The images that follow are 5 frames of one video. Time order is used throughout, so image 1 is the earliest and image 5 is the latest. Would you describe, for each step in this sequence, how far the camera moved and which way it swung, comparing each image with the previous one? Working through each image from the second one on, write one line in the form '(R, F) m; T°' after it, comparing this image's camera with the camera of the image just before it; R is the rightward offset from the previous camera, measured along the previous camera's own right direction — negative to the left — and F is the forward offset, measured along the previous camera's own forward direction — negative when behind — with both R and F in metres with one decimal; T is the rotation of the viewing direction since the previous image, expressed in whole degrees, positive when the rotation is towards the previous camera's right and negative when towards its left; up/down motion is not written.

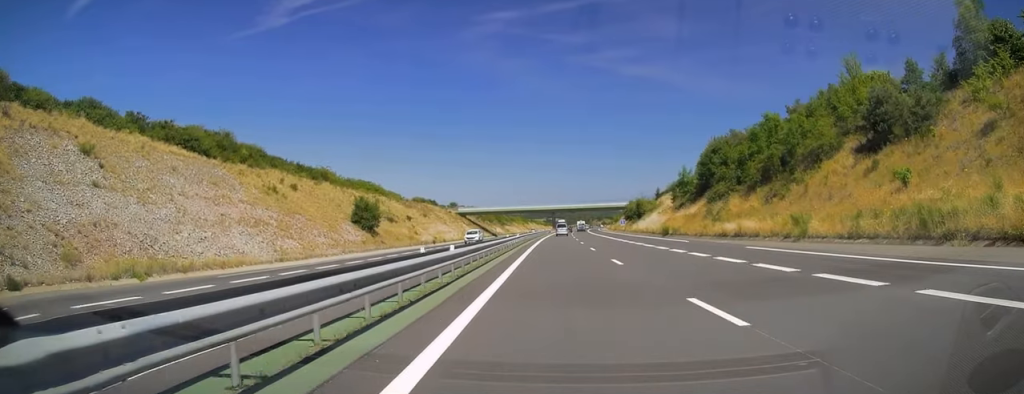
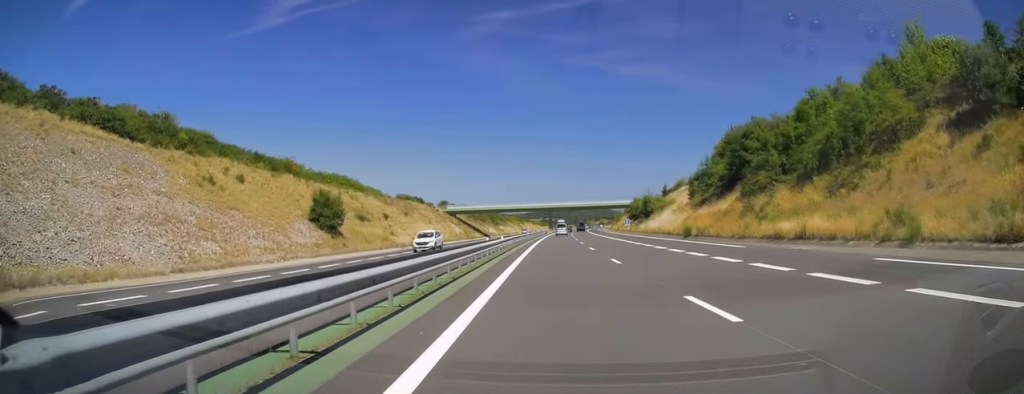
(0.0, +12.7) m; 0°
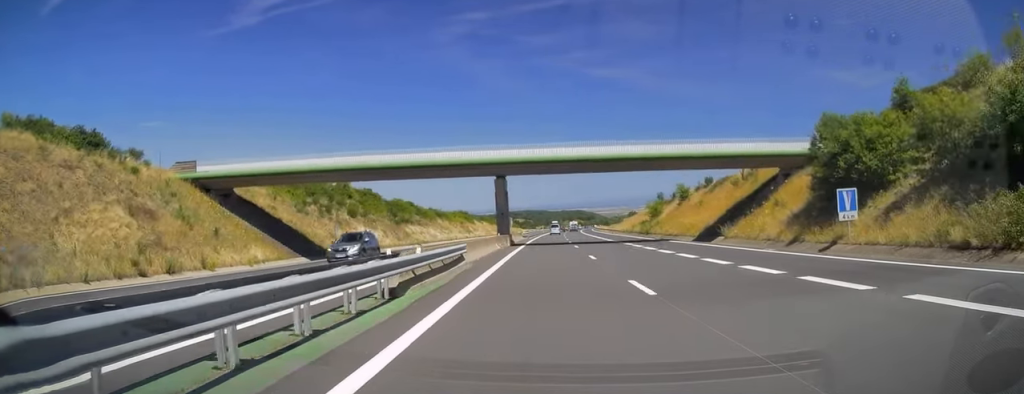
(+1.6, +101.0) m; +2°
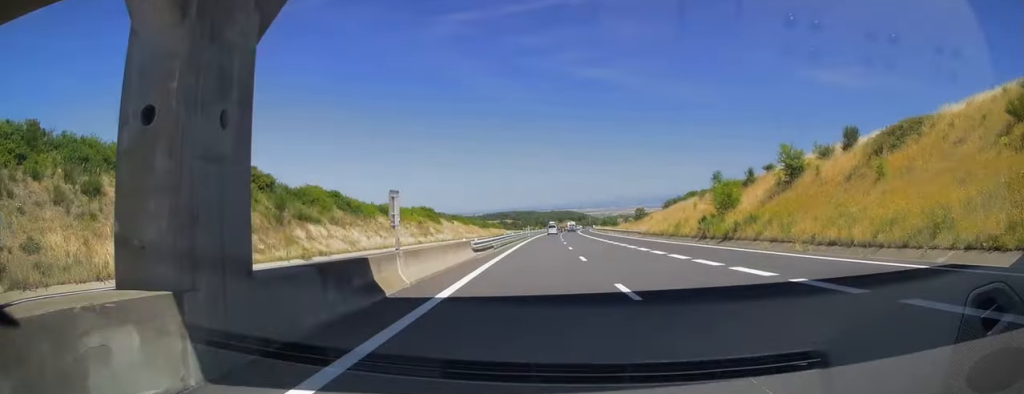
(+0.4, +40.0) m; +1°
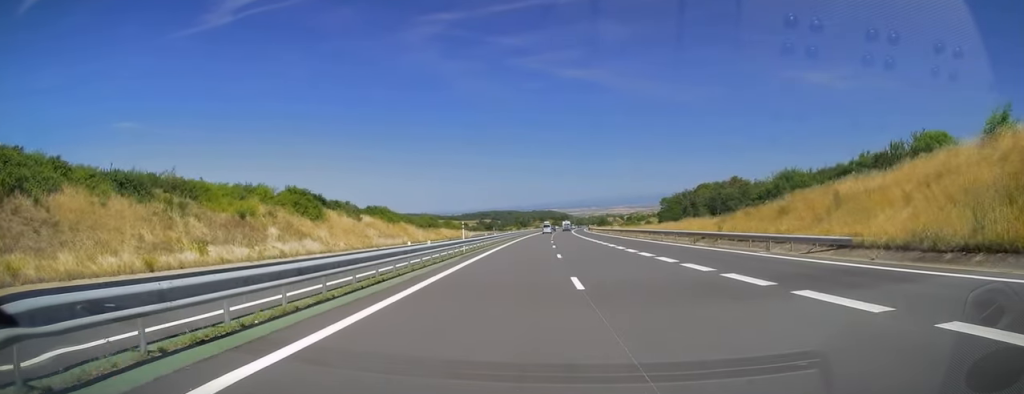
(+1.0, +63.3) m; +2°
